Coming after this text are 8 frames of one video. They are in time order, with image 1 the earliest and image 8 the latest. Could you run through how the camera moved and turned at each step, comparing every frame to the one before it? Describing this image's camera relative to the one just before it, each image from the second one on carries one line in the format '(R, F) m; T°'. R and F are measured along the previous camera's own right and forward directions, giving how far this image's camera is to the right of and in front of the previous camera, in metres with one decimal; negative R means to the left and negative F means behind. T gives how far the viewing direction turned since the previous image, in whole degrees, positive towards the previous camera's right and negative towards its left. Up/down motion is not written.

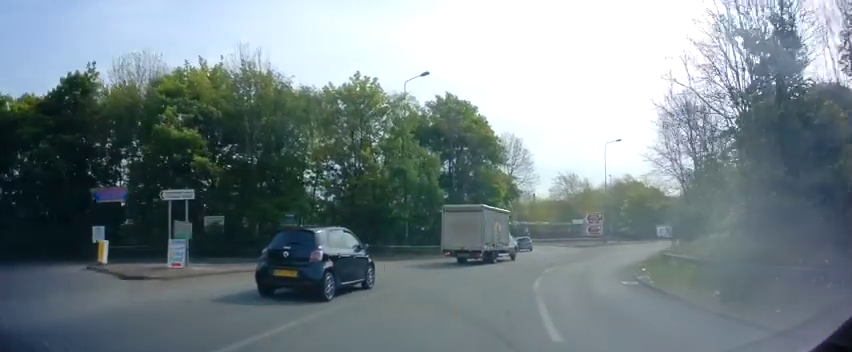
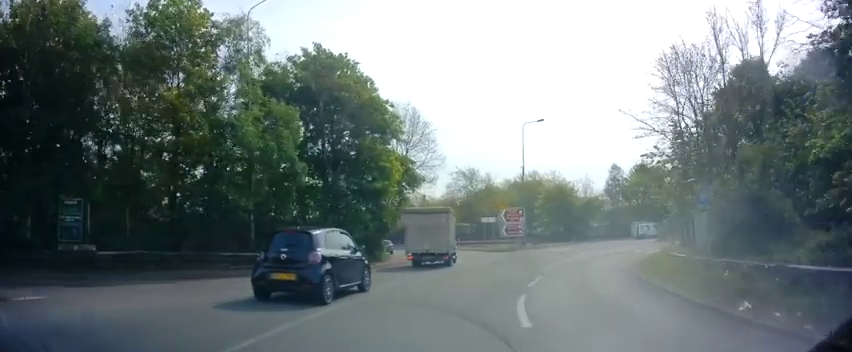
(+1.7, +11.0) m; +16°
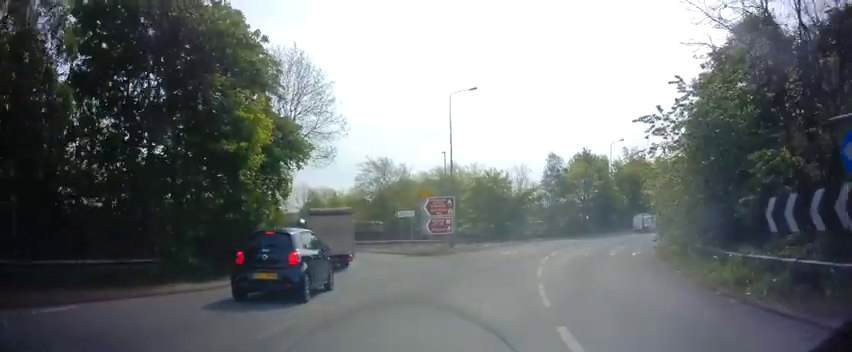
(+0.8, +9.9) m; +9°
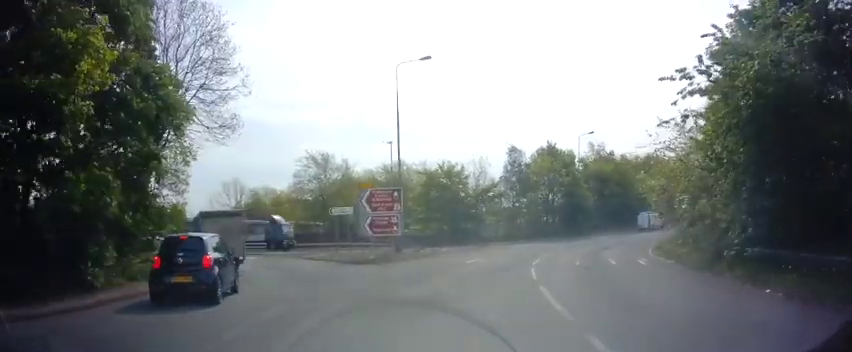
(+0.3, +6.9) m; +6°
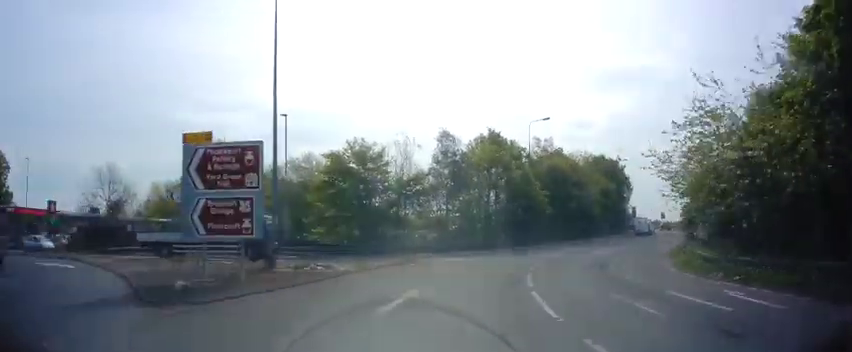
(+1.3, +12.0) m; +11°
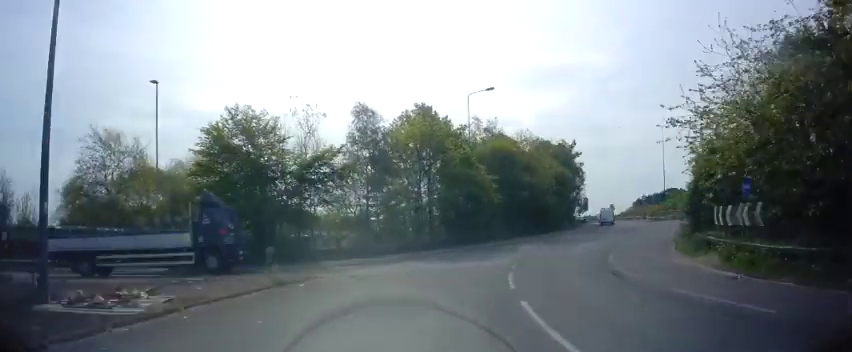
(+0.6, +9.2) m; +7°
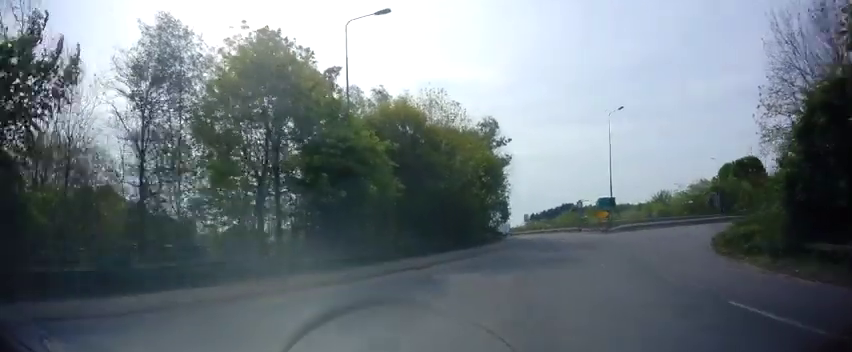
(+1.8, +15.1) m; +15°
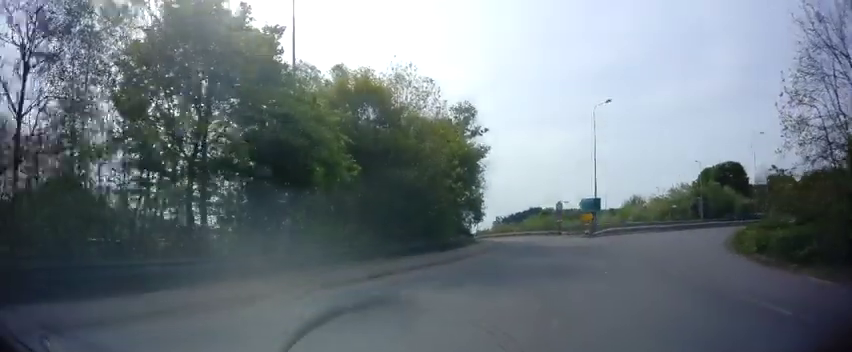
(+0.2, +4.4) m; +5°
